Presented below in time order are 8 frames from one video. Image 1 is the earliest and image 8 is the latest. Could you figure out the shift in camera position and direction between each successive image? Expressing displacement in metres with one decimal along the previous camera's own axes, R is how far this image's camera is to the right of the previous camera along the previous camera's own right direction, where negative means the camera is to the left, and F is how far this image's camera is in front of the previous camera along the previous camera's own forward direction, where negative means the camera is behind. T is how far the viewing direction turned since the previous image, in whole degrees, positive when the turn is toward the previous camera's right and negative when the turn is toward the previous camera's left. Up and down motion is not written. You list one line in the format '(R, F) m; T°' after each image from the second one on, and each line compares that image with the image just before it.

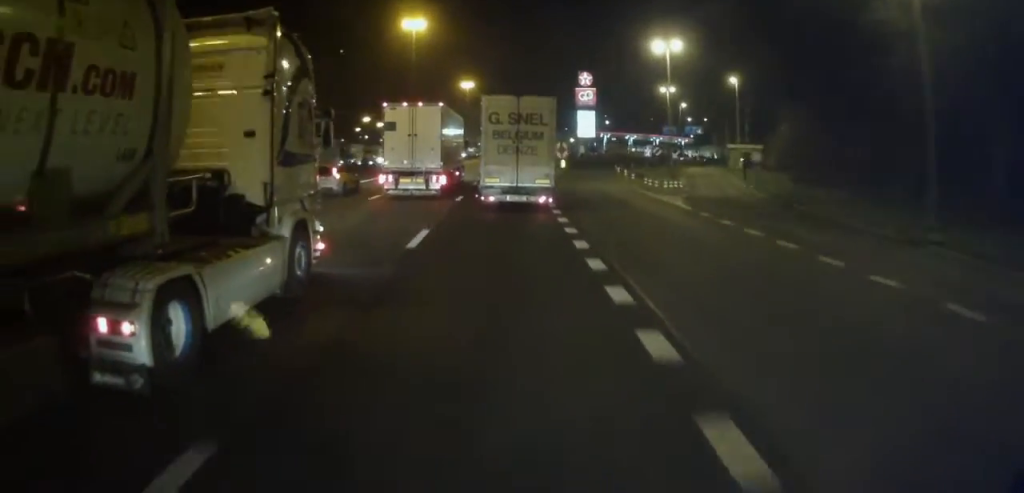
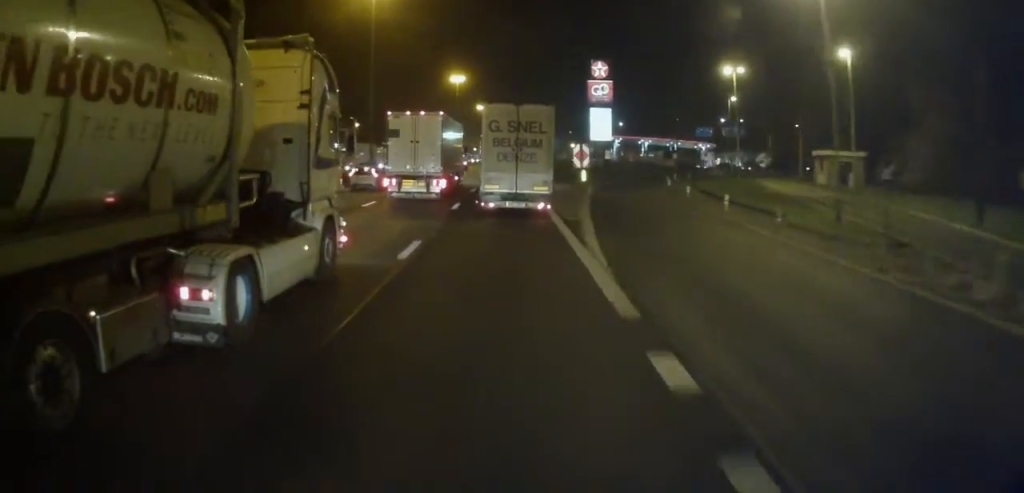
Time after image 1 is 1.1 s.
(-0.1, +26.1) m; 0°
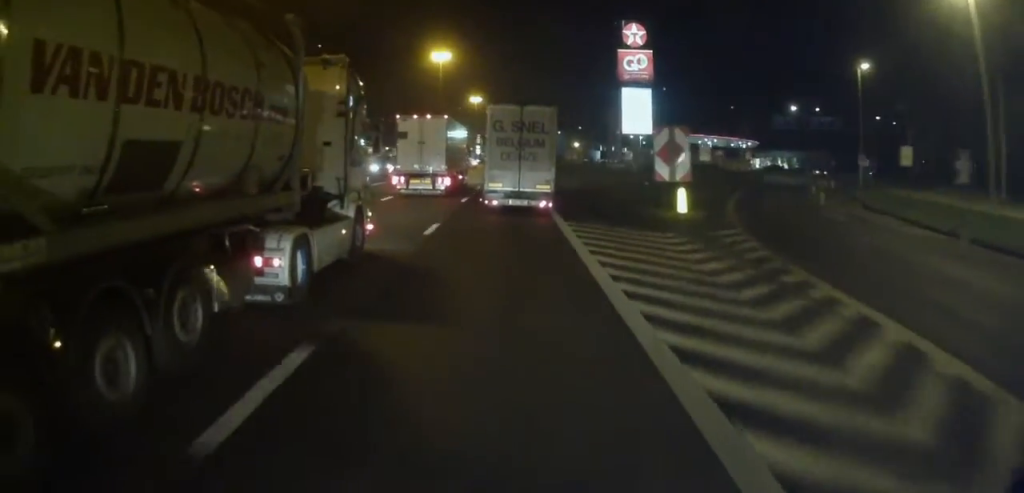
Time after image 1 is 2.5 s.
(0.0, +34.1) m; +1°
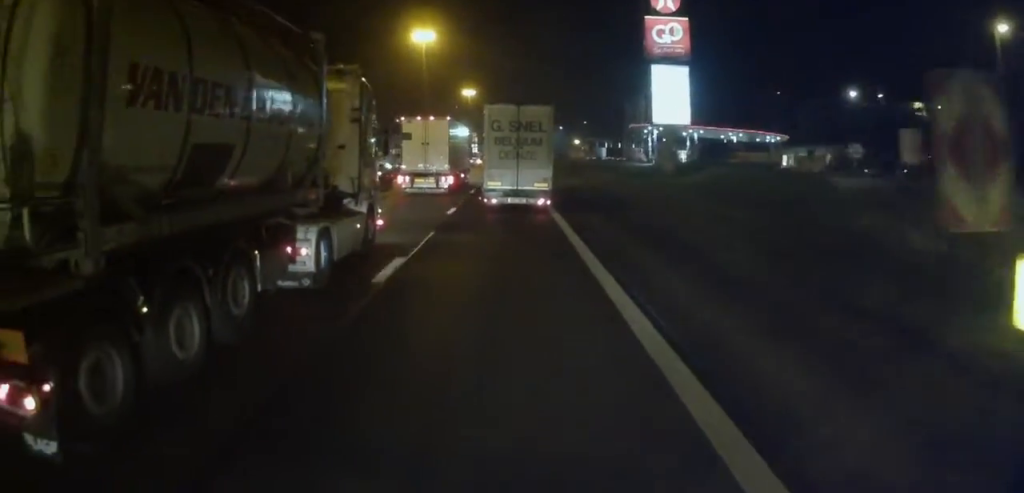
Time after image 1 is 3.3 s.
(+0.6, +18.9) m; 0°
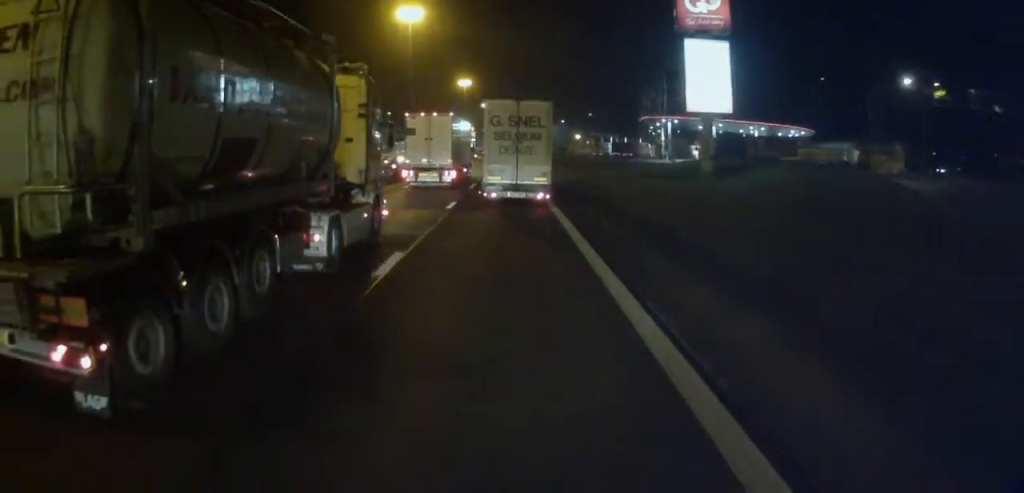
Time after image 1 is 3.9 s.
(0.0, +12.6) m; 0°
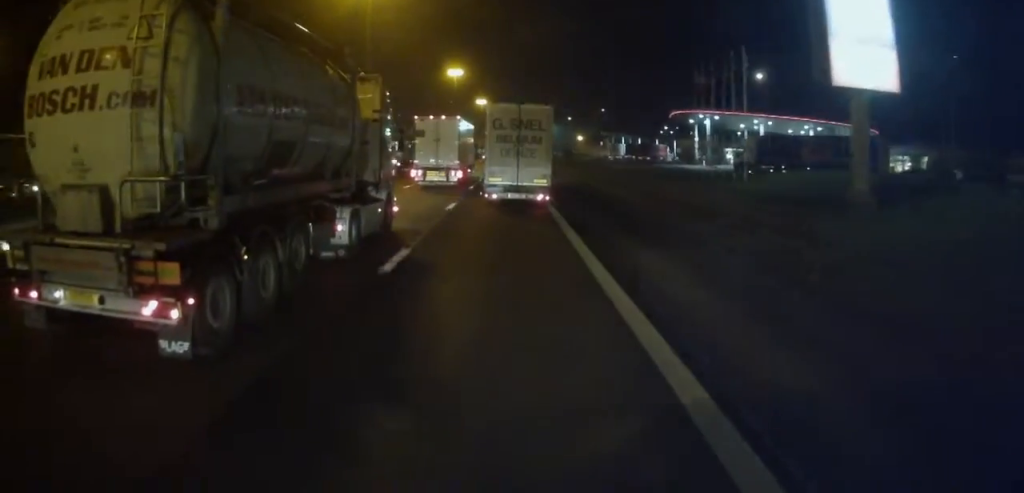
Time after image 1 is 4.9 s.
(-0.7, +24.5) m; 0°
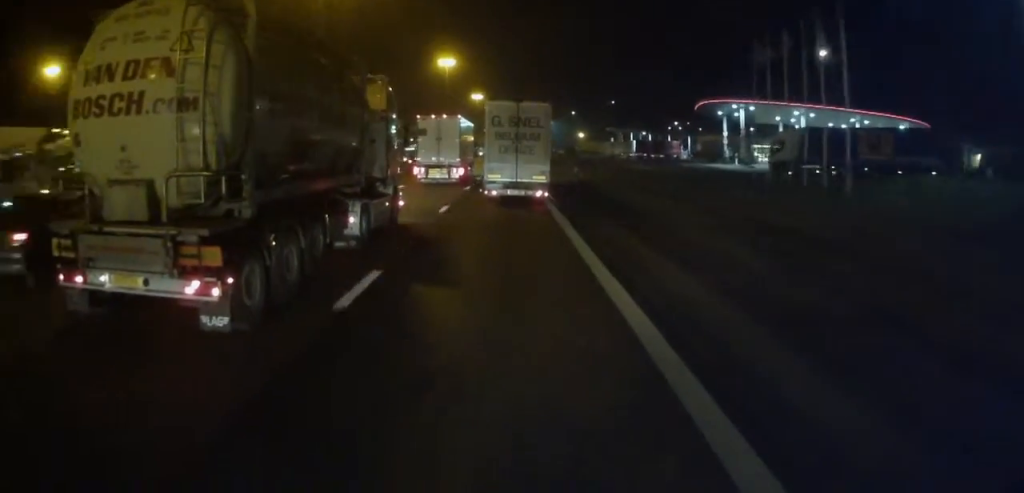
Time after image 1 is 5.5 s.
(+0.3, +15.0) m; +1°
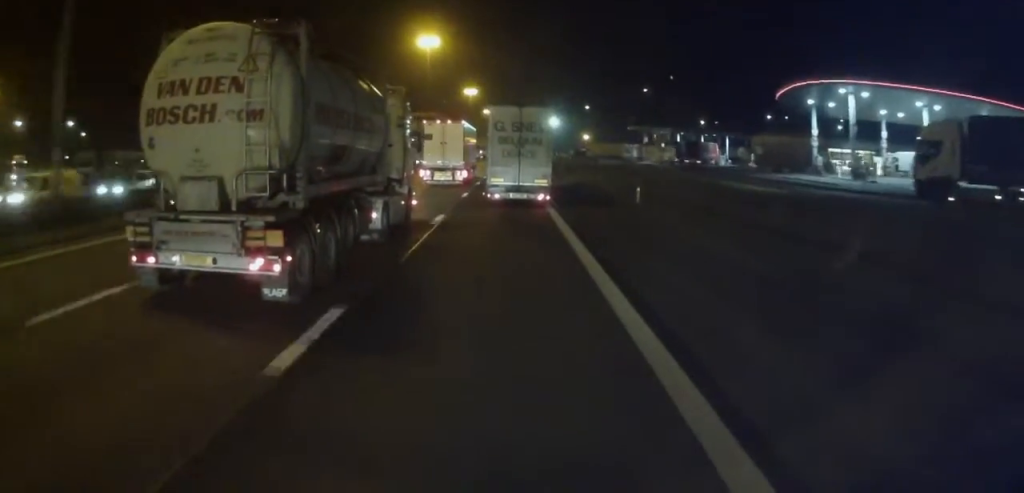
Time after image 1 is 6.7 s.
(+0.1, +27.5) m; 0°
